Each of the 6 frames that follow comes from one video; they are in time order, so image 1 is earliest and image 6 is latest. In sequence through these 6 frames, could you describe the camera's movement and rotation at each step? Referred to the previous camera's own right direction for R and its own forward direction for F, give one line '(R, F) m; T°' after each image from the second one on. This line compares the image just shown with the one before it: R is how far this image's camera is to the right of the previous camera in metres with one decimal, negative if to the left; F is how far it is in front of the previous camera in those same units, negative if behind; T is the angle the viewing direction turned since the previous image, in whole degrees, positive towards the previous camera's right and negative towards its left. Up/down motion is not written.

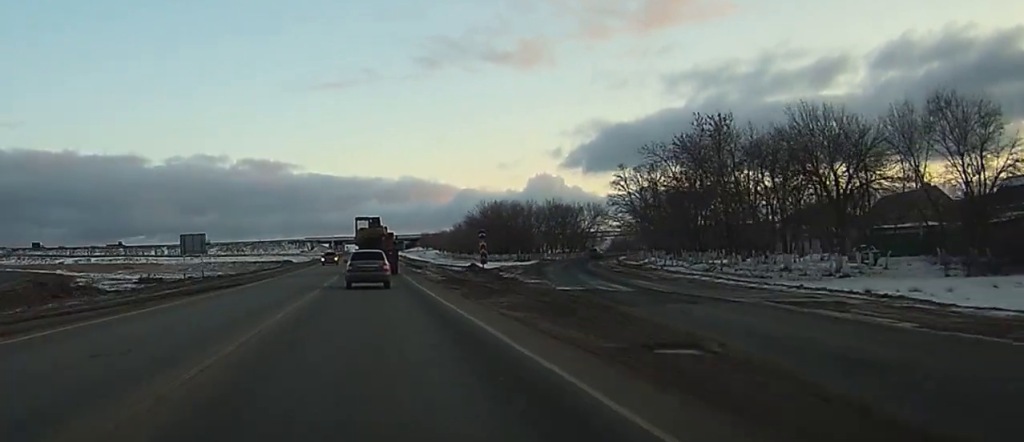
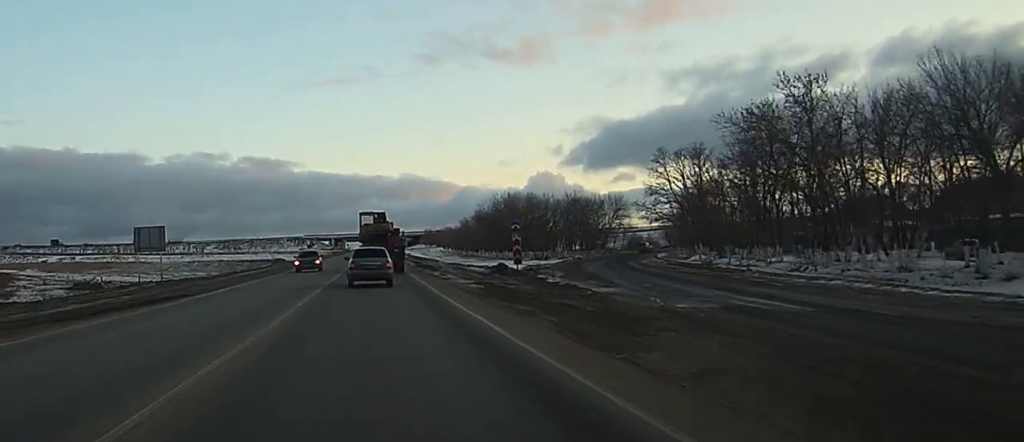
(0.0, +14.2) m; 0°
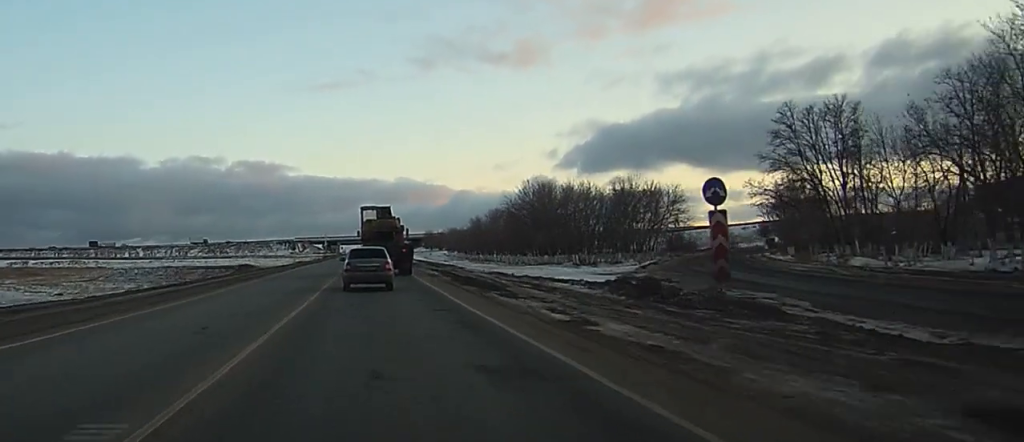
(-0.1, +29.9) m; -1°
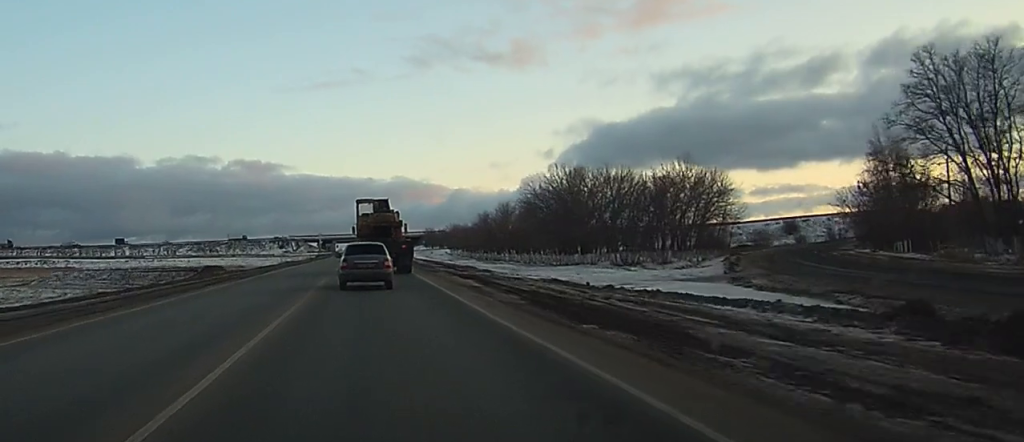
(-0.1, +18.0) m; 0°
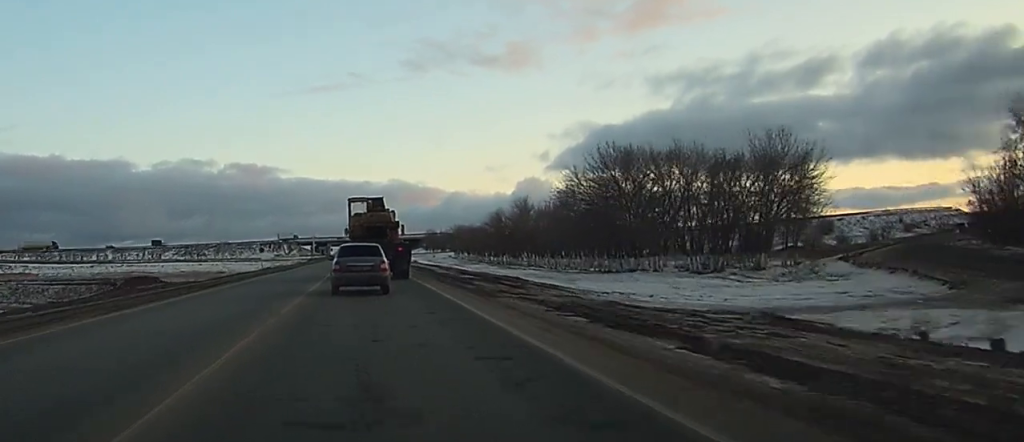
(+0.2, +21.5) m; +1°
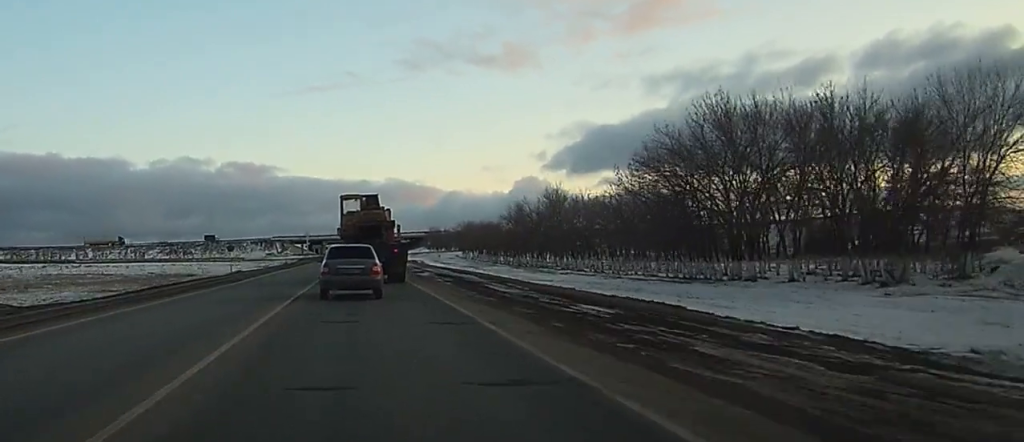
(+0.1, +25.0) m; 0°
